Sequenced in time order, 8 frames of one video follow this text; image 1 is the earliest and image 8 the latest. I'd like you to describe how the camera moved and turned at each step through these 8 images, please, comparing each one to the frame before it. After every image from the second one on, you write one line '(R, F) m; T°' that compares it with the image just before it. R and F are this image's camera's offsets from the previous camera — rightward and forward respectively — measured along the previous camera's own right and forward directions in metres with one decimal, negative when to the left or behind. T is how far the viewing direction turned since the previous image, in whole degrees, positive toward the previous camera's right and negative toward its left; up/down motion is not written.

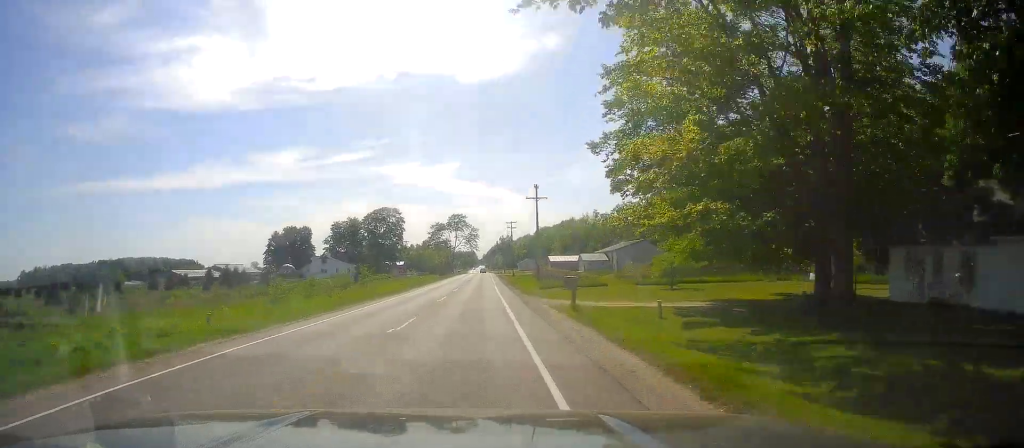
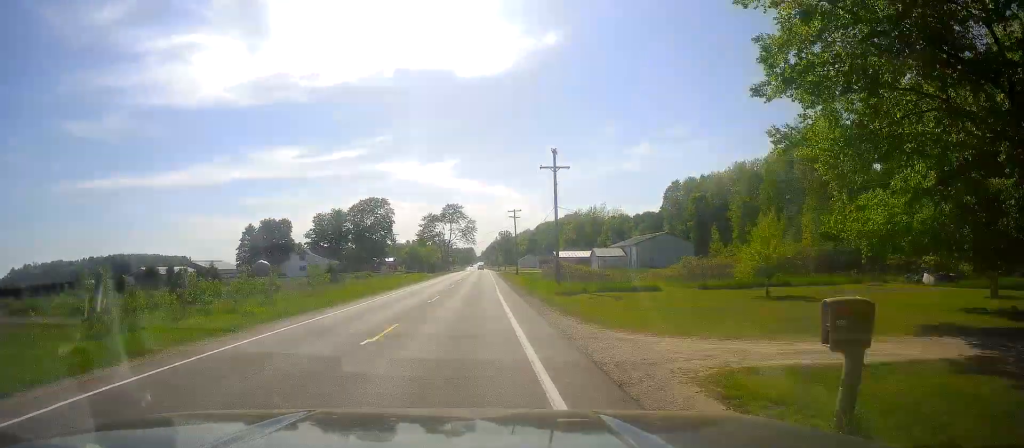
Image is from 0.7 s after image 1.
(+0.4, +19.0) m; 0°
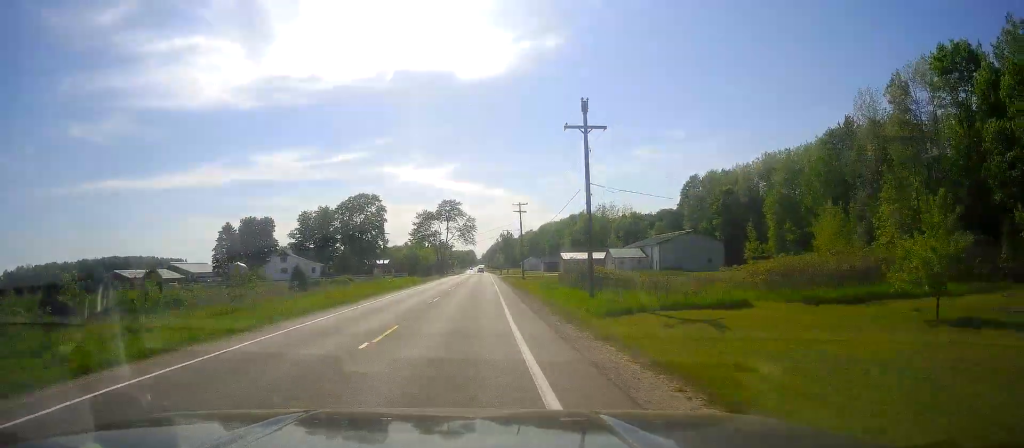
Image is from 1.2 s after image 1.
(-0.1, +15.0) m; 0°
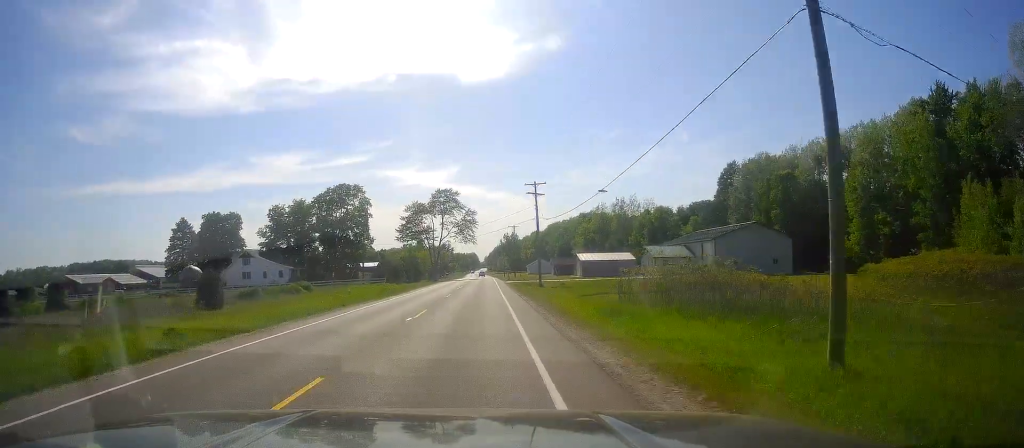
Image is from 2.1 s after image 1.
(-0.3, +24.2) m; -1°
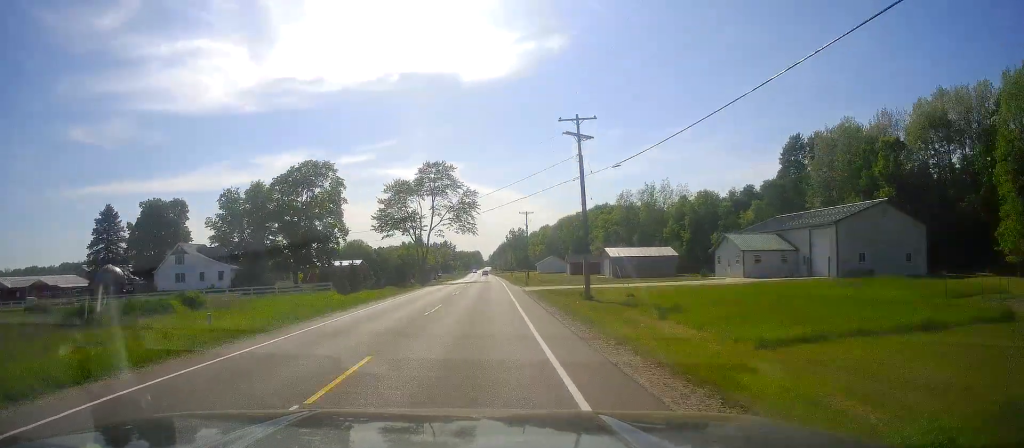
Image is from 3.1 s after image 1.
(0.0, +28.5) m; 0°
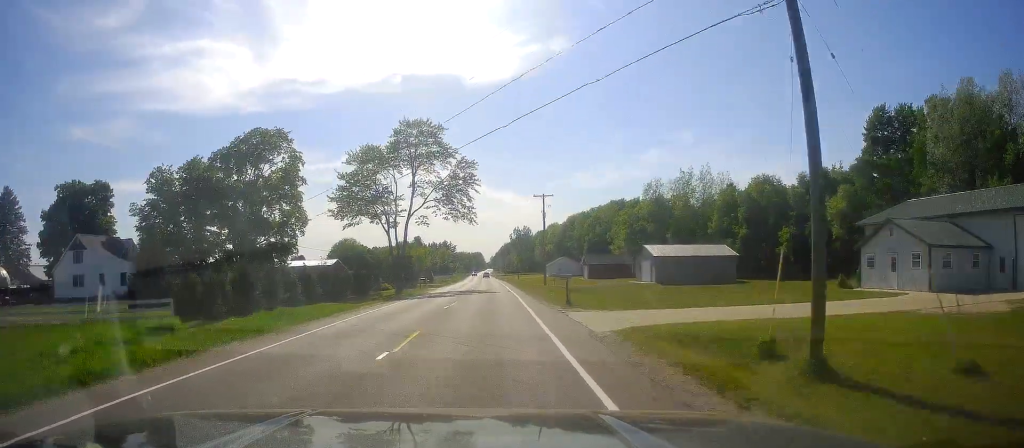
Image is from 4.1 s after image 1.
(0.0, +26.5) m; 0°
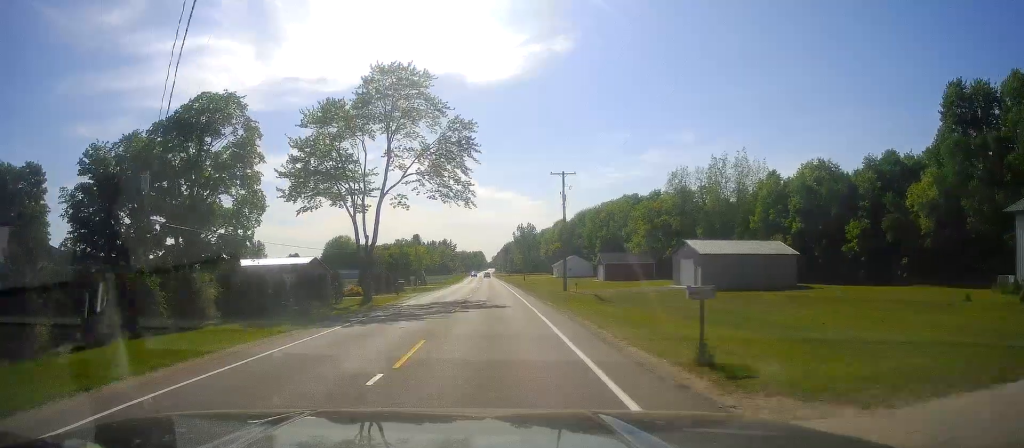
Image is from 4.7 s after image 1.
(+0.1, +17.1) m; -1°
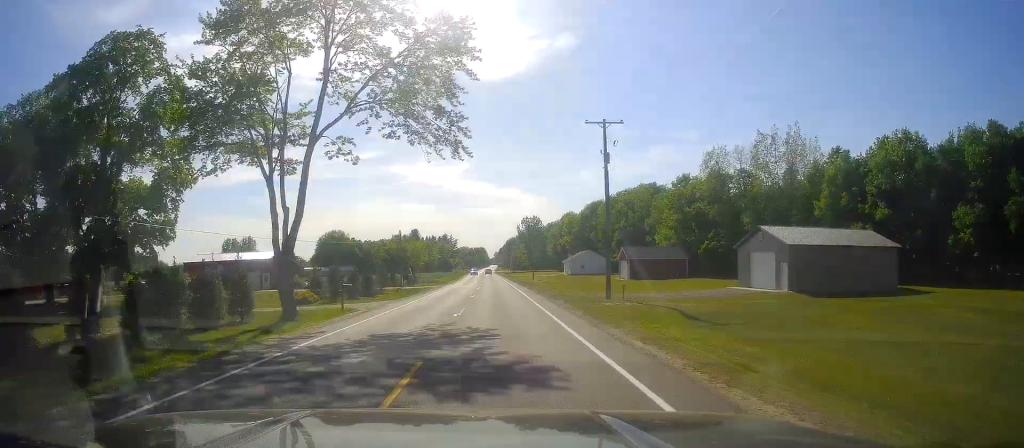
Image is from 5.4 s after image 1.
(-0.3, +18.7) m; 0°
